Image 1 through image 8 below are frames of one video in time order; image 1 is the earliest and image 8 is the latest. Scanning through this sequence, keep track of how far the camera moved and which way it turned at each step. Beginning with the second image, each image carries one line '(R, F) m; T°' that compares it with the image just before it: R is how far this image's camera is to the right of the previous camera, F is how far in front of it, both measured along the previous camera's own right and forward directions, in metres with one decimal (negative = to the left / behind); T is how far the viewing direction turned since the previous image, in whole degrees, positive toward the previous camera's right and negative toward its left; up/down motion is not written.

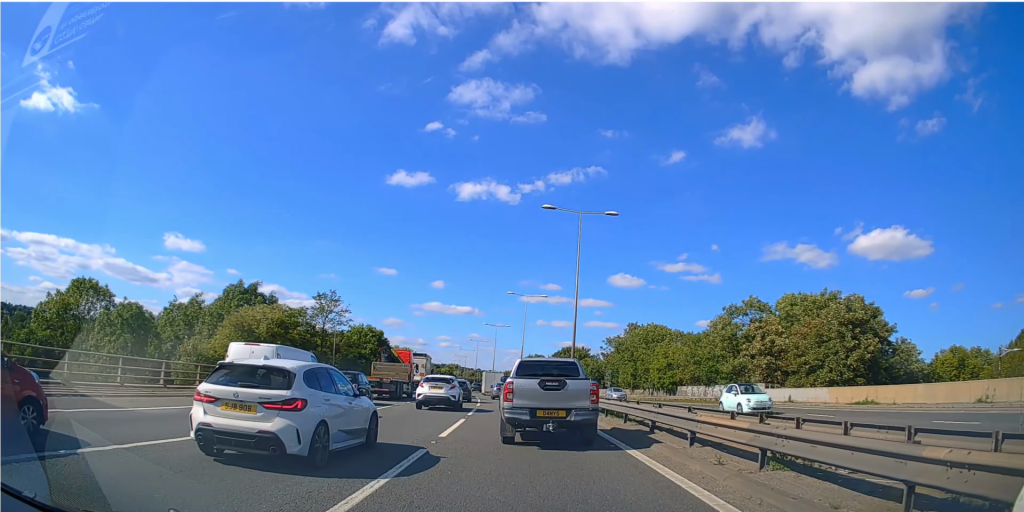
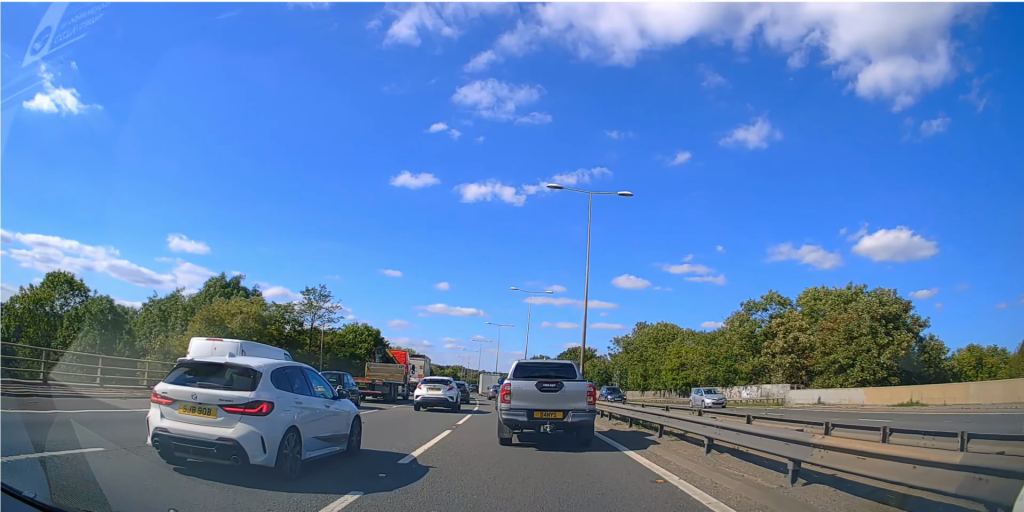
(0.0, +4.0) m; 0°
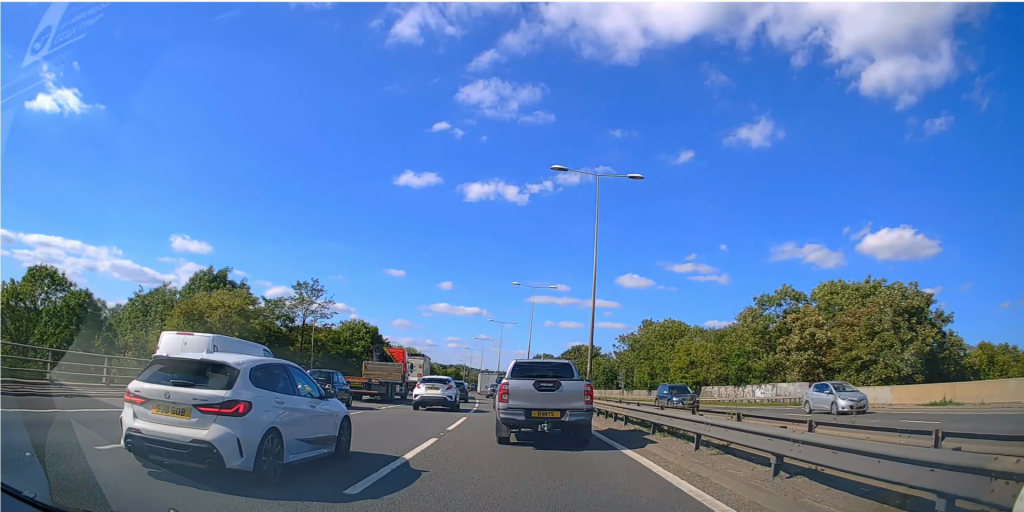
(+0.1, +2.5) m; -1°
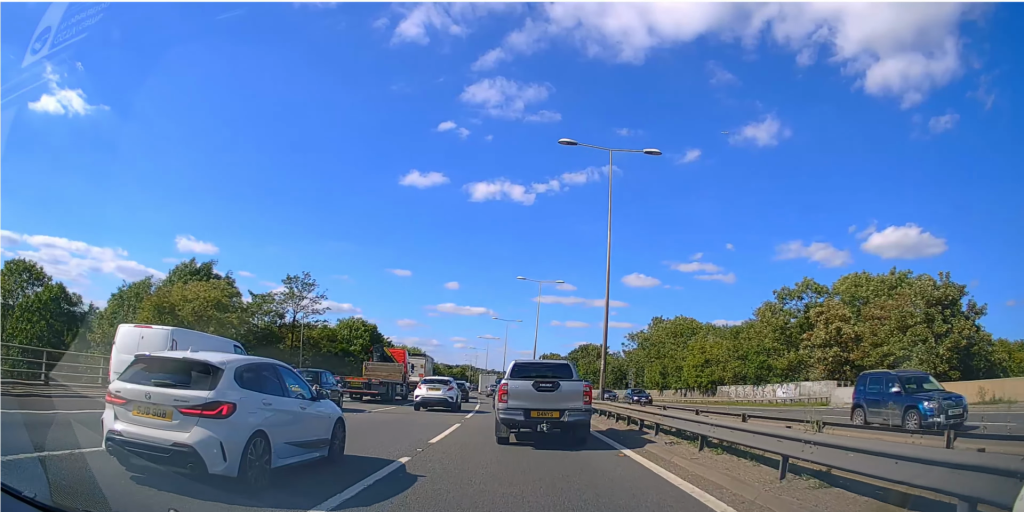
(-0.1, +2.9) m; -1°
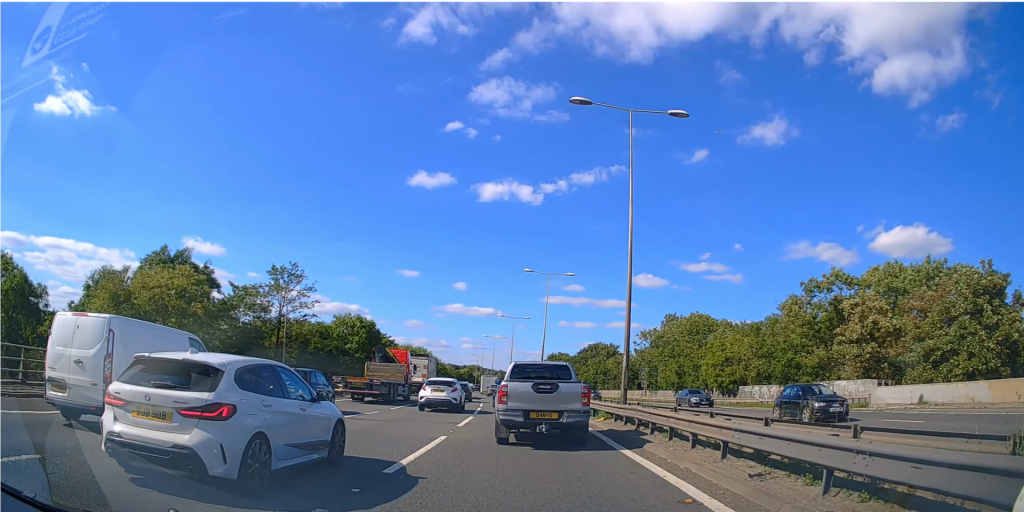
(0.0, +3.4) m; +1°
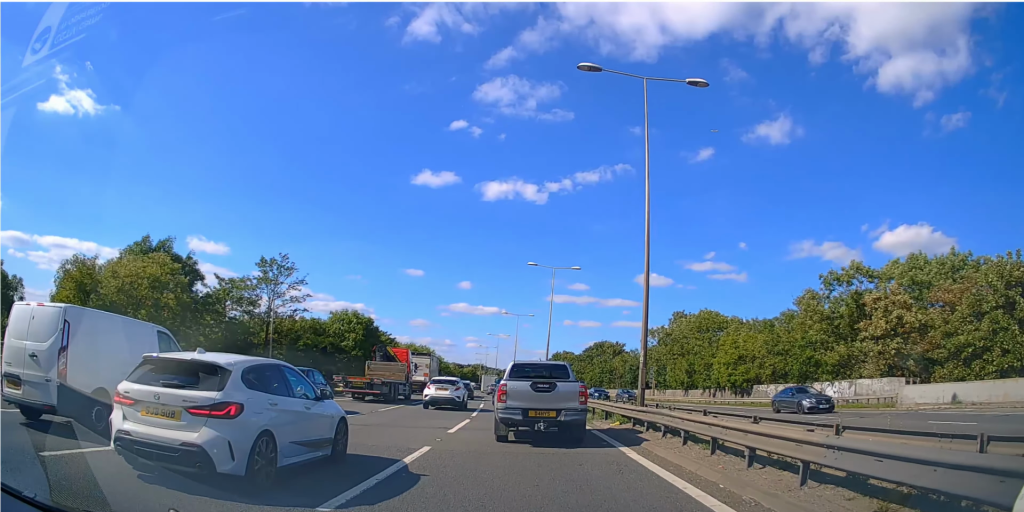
(0.0, +2.0) m; 0°
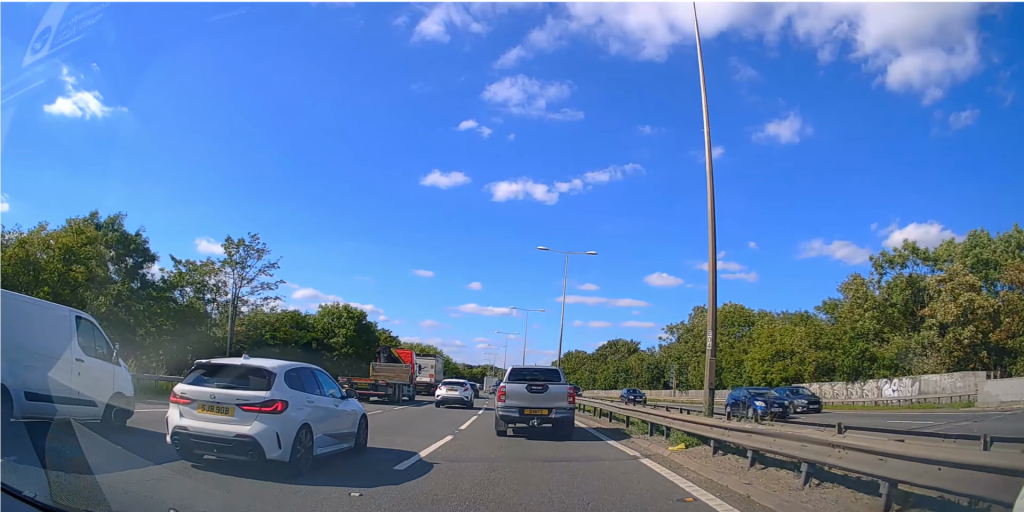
(-0.1, +5.3) m; -1°
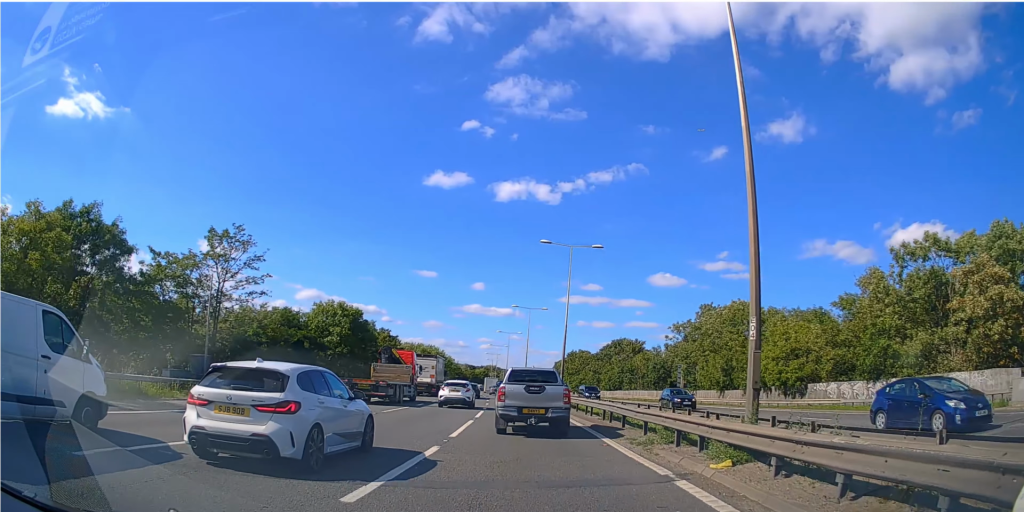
(0.0, +2.0) m; 0°
